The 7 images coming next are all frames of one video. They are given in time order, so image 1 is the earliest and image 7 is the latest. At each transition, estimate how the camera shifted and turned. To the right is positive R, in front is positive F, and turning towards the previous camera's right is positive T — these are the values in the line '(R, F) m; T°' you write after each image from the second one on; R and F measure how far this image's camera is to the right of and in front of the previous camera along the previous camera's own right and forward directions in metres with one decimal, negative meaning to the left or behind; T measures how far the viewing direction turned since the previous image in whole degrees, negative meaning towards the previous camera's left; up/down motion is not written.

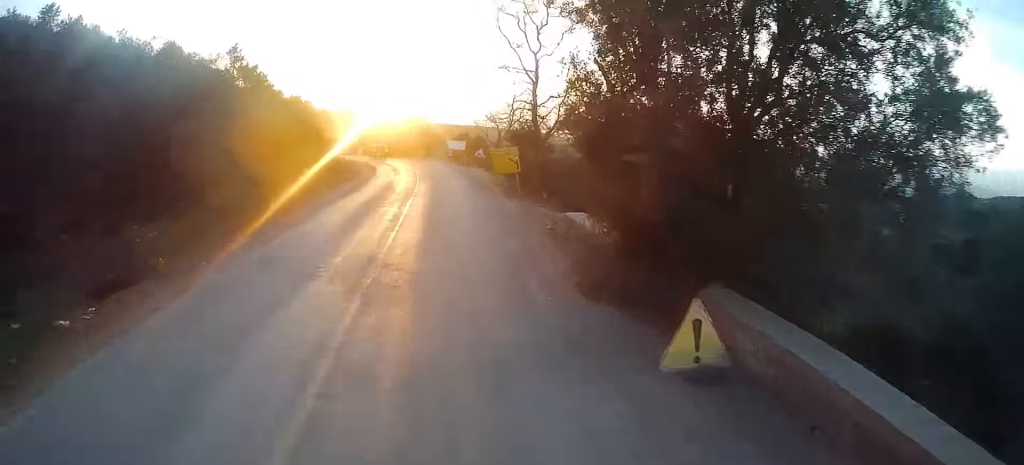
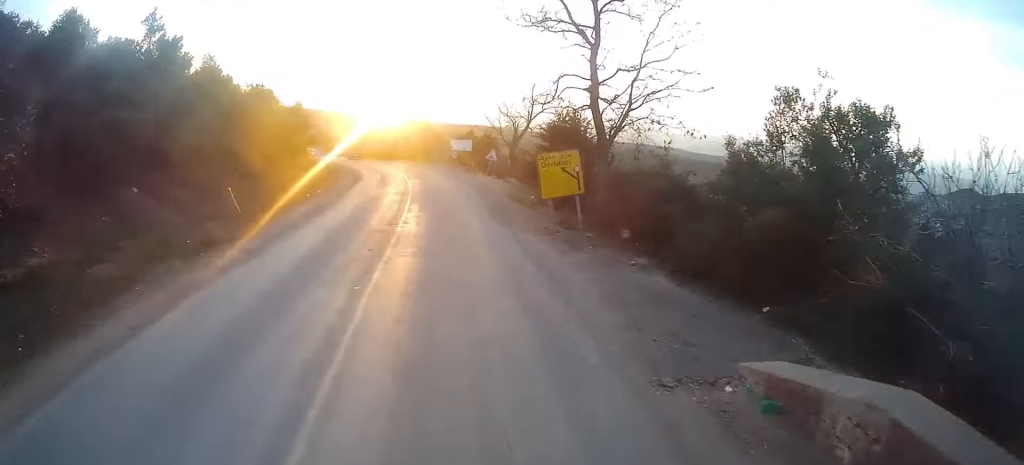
(0.0, +12.5) m; 0°
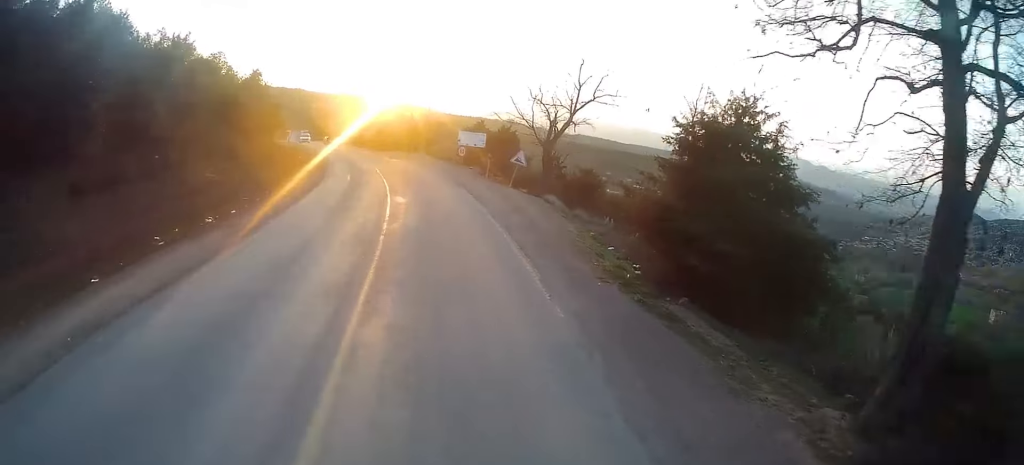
(0.0, +15.0) m; 0°
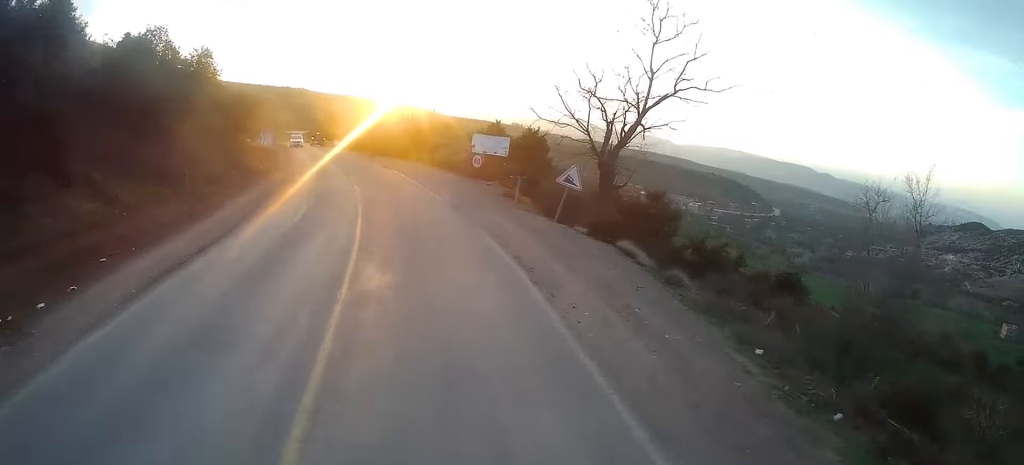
(0.0, +10.9) m; -2°
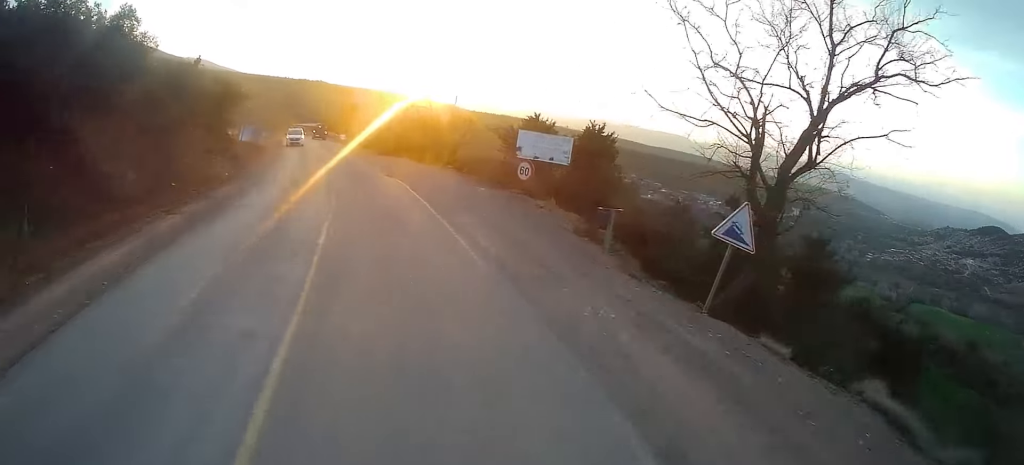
(-0.5, +10.7) m; -3°
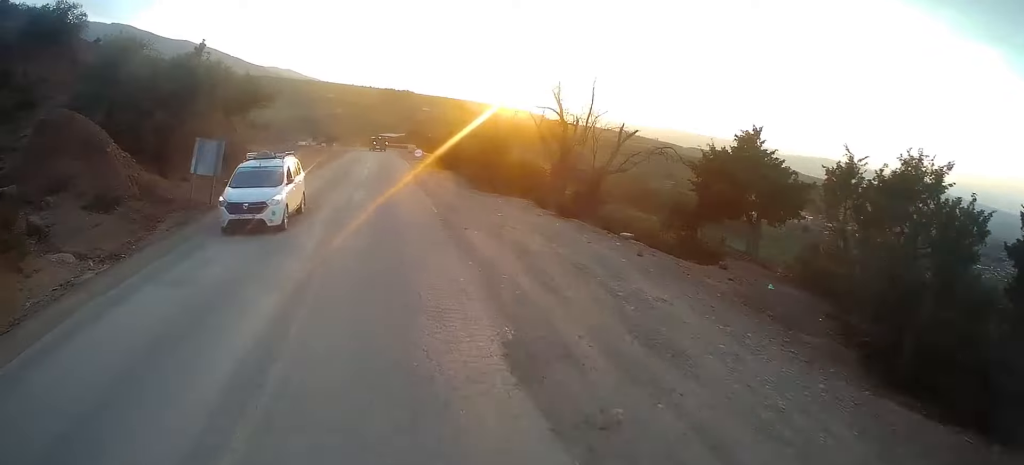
(-1.1, +20.5) m; -6°
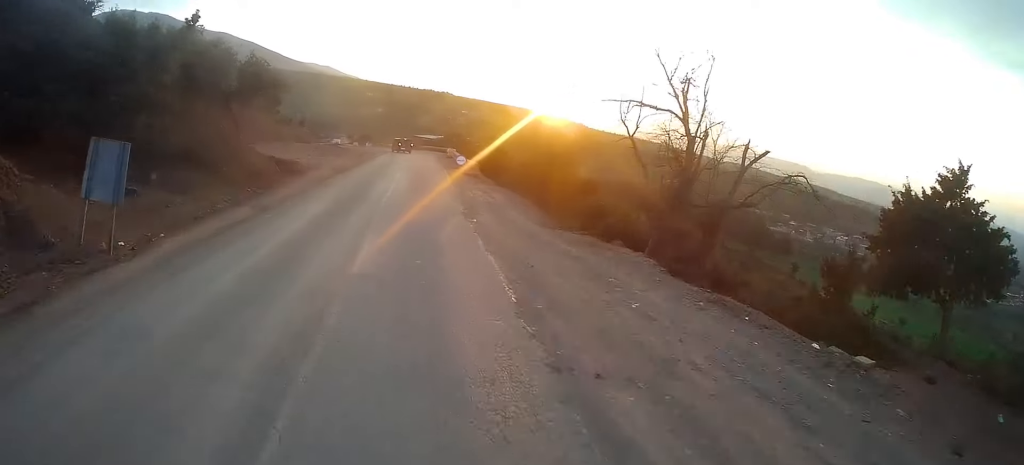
(-0.1, +9.5) m; -3°
